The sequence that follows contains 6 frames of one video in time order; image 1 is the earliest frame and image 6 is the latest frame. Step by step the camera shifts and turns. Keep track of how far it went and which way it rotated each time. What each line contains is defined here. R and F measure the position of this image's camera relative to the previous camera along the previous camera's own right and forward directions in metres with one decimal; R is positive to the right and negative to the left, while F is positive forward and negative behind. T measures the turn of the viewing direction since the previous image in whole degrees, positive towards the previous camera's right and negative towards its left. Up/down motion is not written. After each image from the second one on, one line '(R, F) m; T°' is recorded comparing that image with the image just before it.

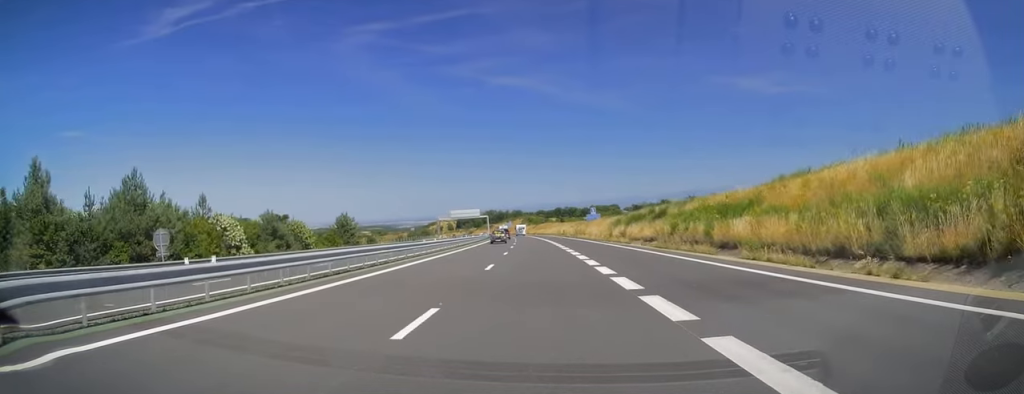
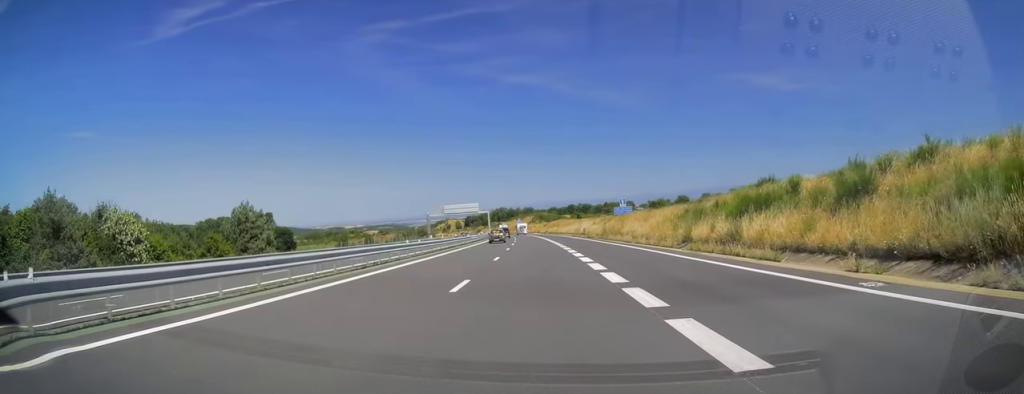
(-0.3, +33.3) m; -1°
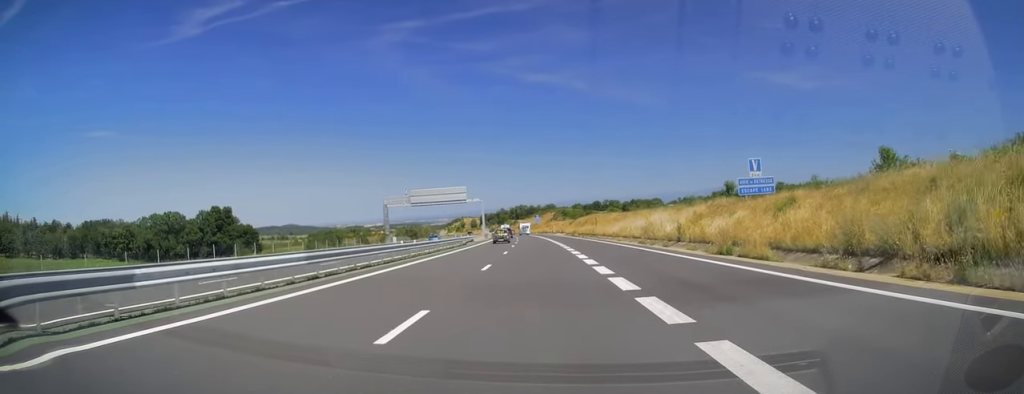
(-0.7, +58.2) m; -2°
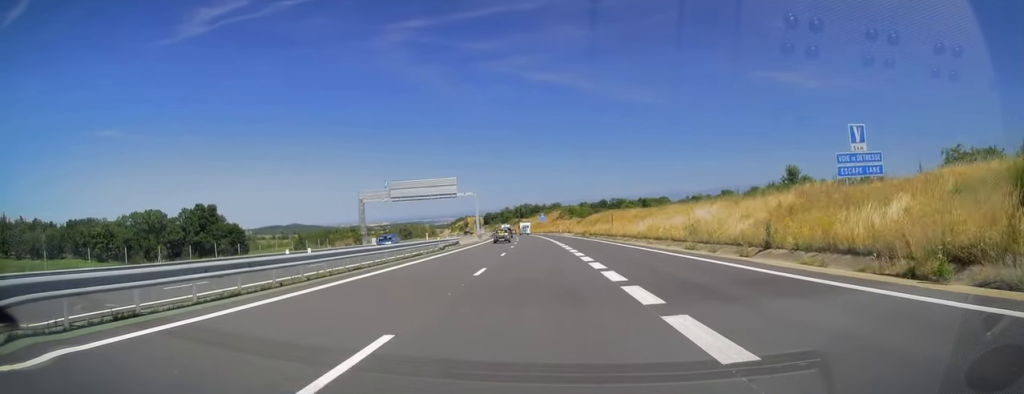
(0.0, +15.5) m; -1°
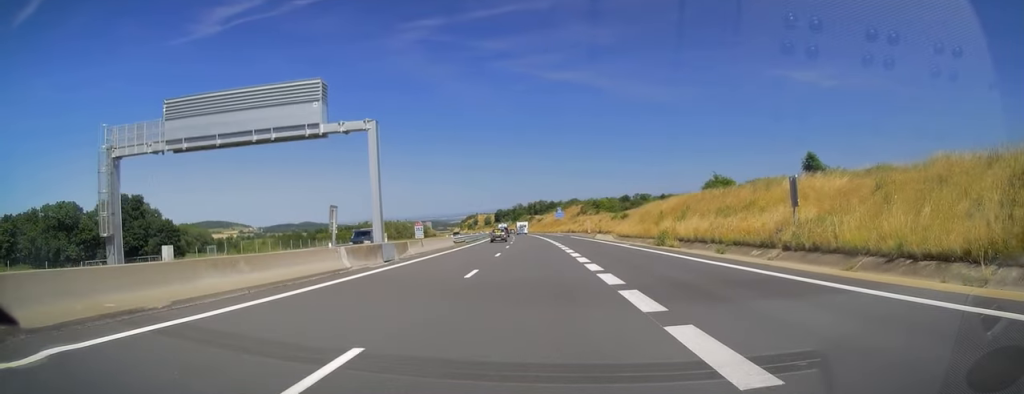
(-0.9, +53.2) m; -2°
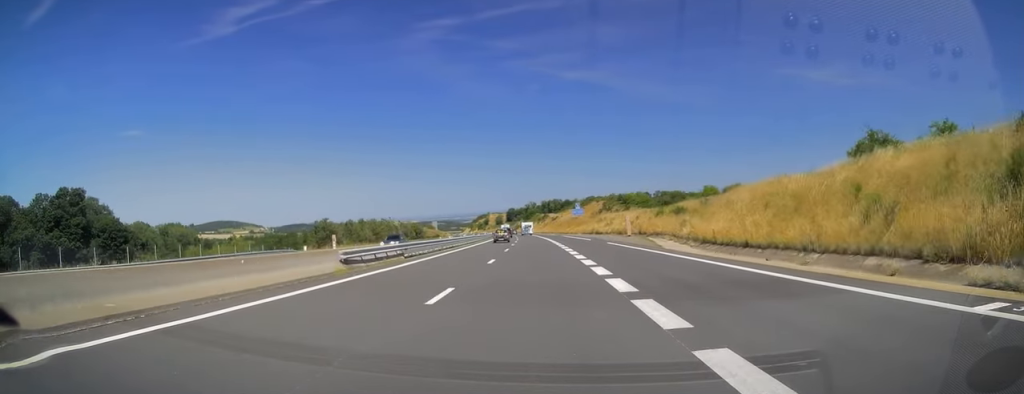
(-0.3, +32.0) m; -1°
